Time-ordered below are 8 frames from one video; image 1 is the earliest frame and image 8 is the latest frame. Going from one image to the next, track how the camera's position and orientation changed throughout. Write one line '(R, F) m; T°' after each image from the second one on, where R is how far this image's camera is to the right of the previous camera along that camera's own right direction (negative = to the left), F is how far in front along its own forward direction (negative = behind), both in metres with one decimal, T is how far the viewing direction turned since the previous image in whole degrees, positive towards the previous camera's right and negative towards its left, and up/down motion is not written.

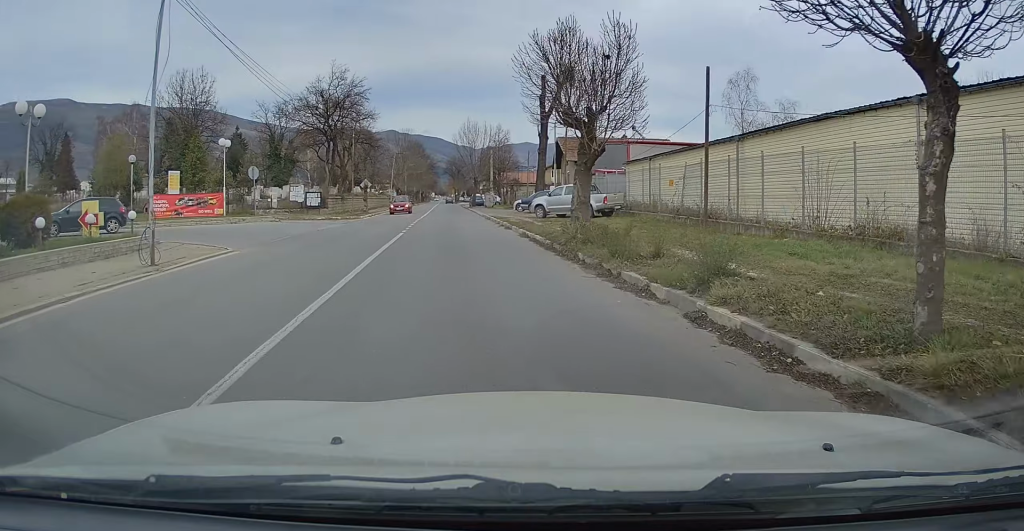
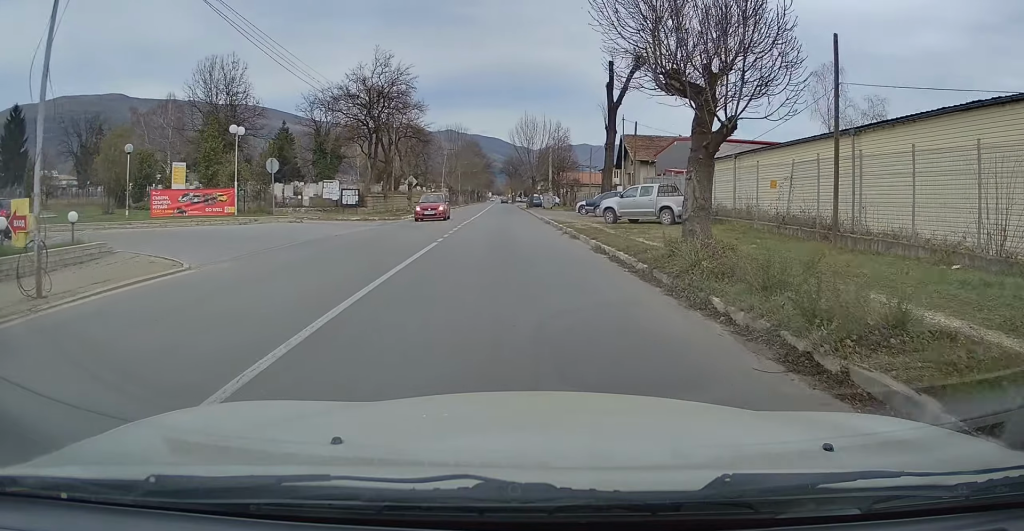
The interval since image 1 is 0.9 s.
(-0.1, +5.4) m; 0°
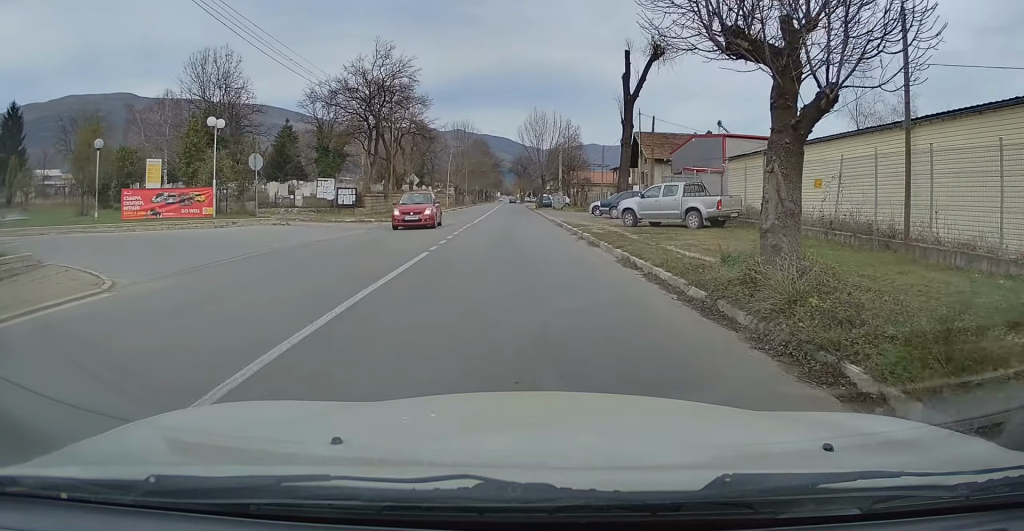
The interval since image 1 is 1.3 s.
(+0.1, +3.0) m; -2°
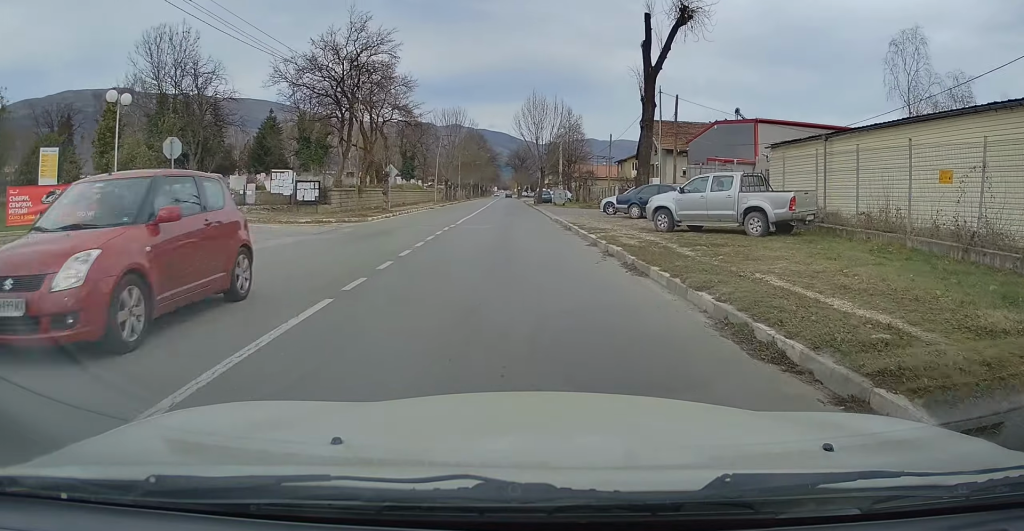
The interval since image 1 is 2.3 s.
(-0.3, +6.9) m; -3°
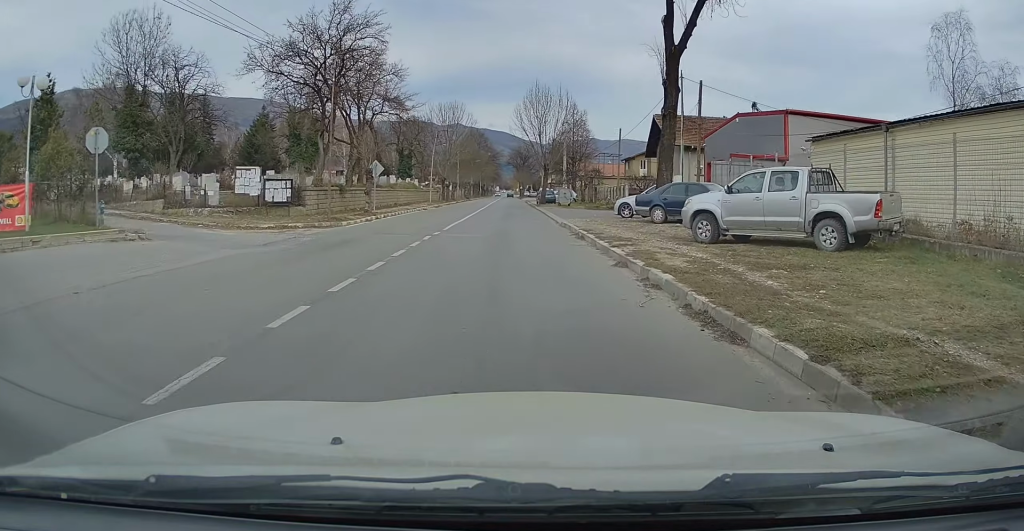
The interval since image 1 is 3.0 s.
(-0.2, +4.7) m; -1°
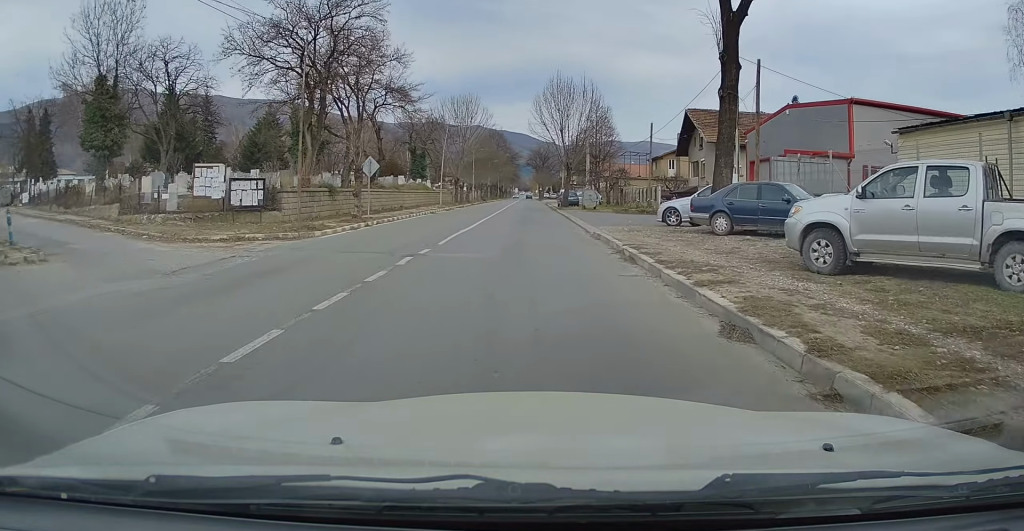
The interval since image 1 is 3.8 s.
(+0.2, +5.7) m; +2°
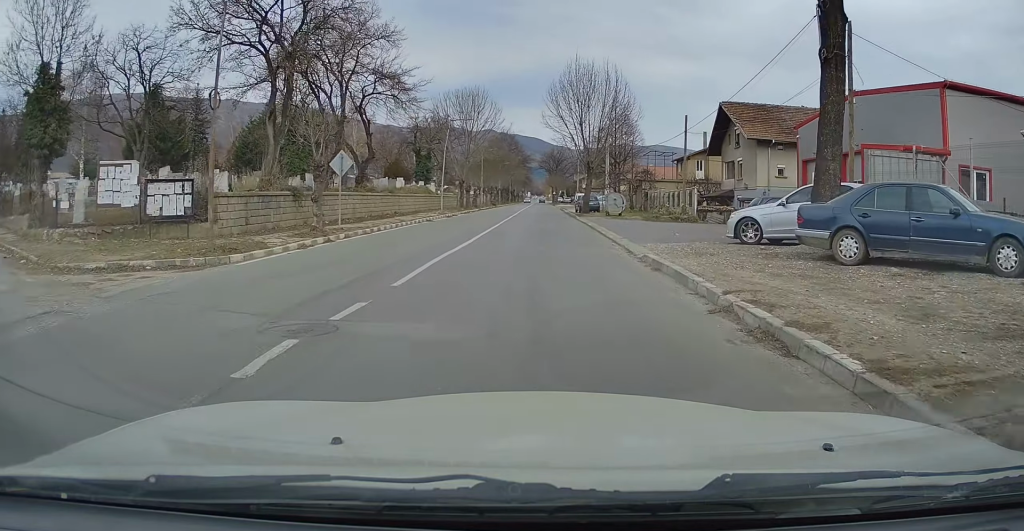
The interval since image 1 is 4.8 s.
(0.0, +6.9) m; -1°
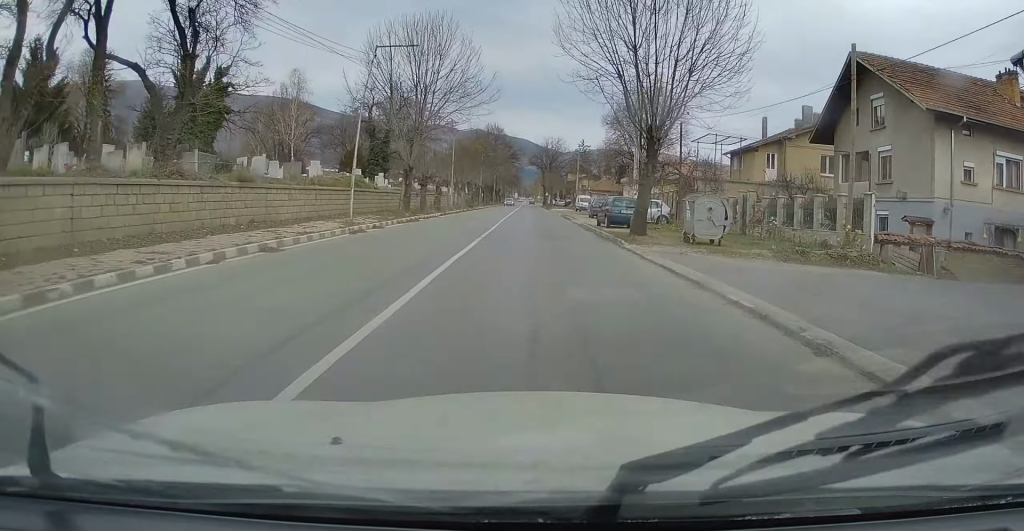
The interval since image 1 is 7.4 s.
(-0.6, +22.0) m; 0°
